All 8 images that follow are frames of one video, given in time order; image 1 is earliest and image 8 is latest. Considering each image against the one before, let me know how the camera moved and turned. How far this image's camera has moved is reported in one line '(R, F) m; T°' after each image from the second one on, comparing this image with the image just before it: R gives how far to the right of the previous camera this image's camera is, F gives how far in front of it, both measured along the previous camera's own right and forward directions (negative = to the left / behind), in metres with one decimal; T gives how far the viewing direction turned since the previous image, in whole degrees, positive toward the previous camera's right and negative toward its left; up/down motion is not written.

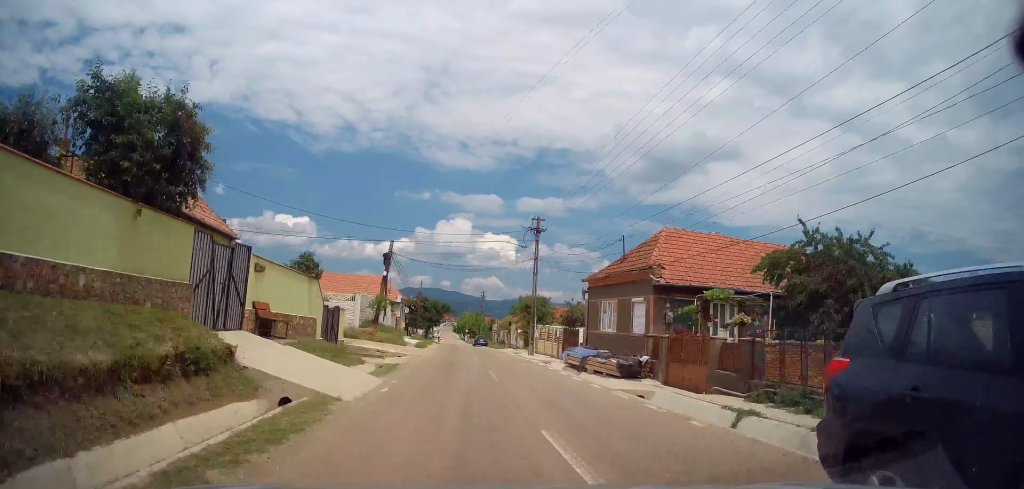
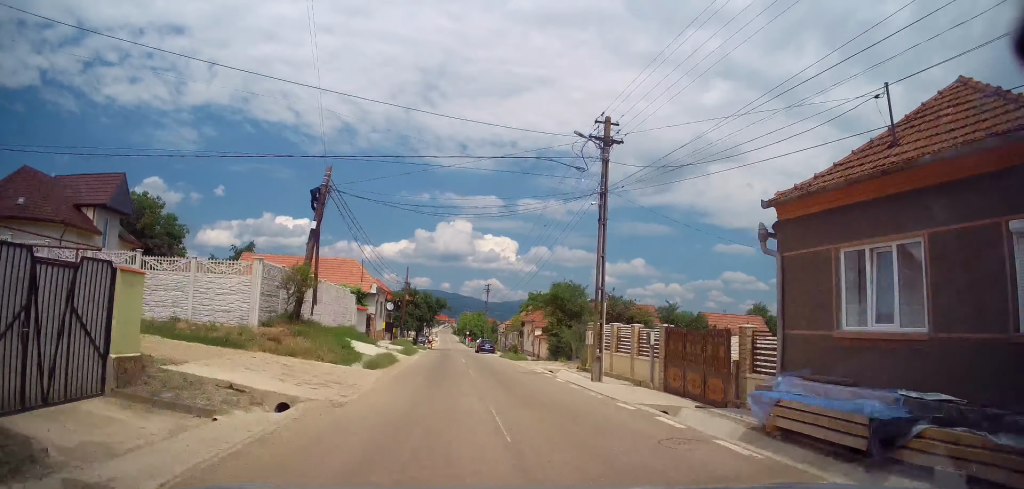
(+0.1, +16.2) m; +1°
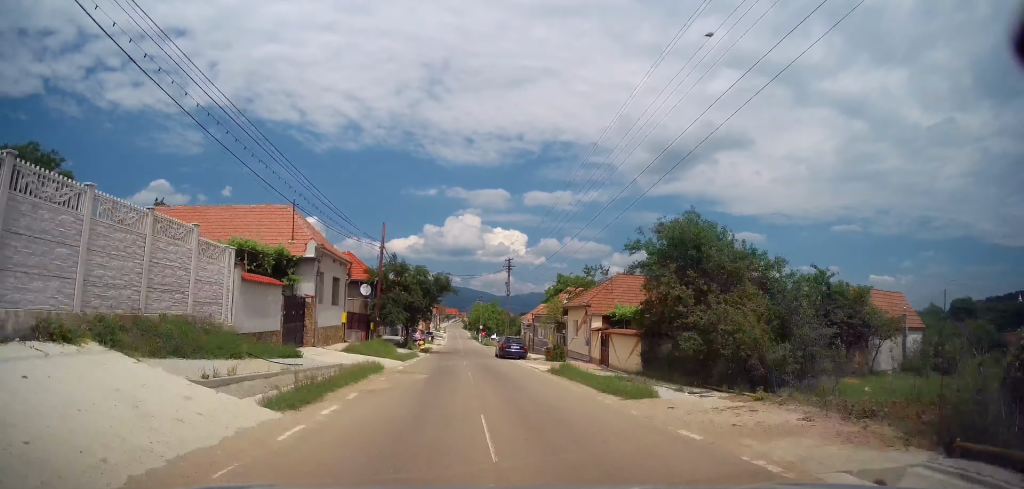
(0.0, +19.5) m; -1°
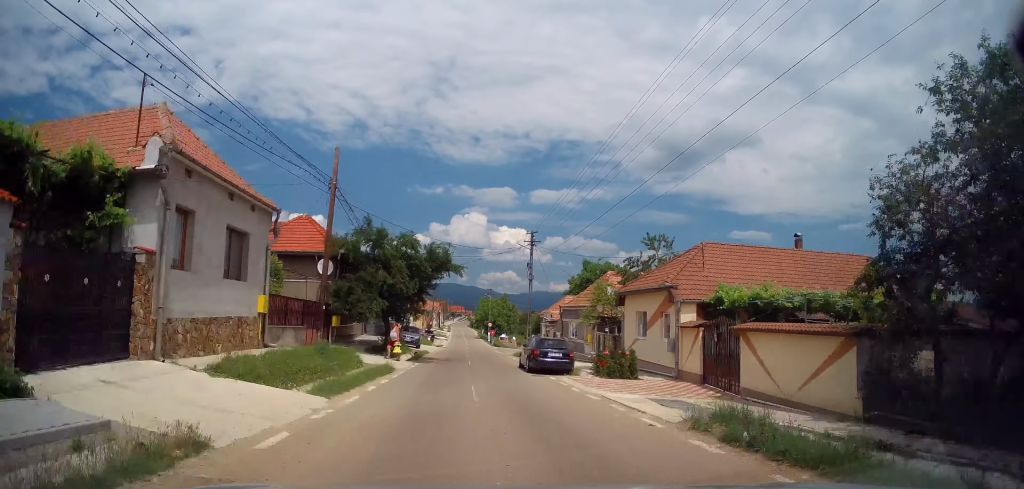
(-0.1, +12.4) m; -1°
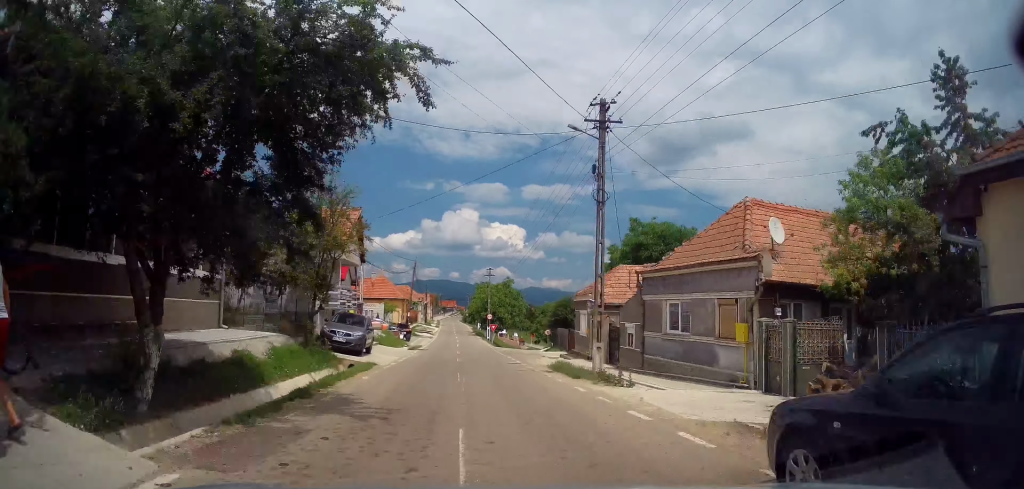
(0.0, +20.3) m; 0°
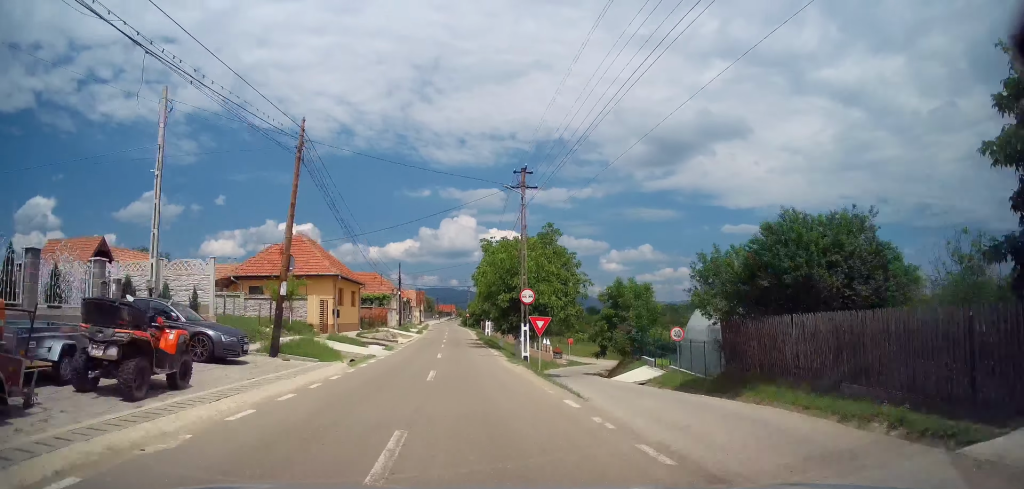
(0.0, +36.8) m; 0°
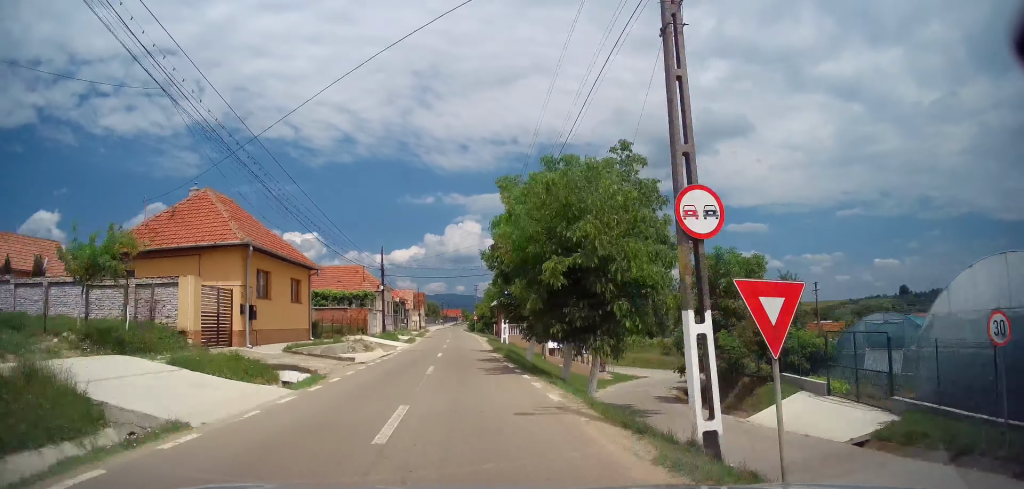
(0.0, +15.4) m; 0°
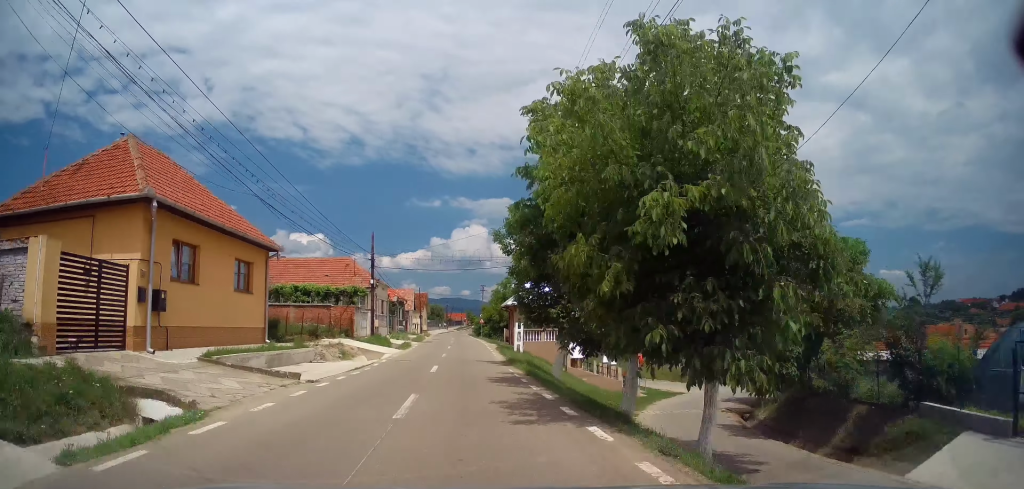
(0.0, +7.1) m; 0°
